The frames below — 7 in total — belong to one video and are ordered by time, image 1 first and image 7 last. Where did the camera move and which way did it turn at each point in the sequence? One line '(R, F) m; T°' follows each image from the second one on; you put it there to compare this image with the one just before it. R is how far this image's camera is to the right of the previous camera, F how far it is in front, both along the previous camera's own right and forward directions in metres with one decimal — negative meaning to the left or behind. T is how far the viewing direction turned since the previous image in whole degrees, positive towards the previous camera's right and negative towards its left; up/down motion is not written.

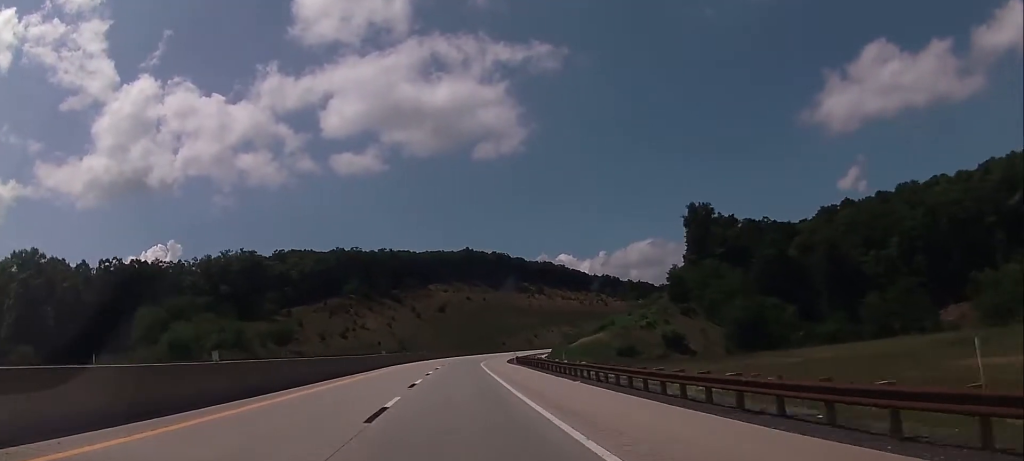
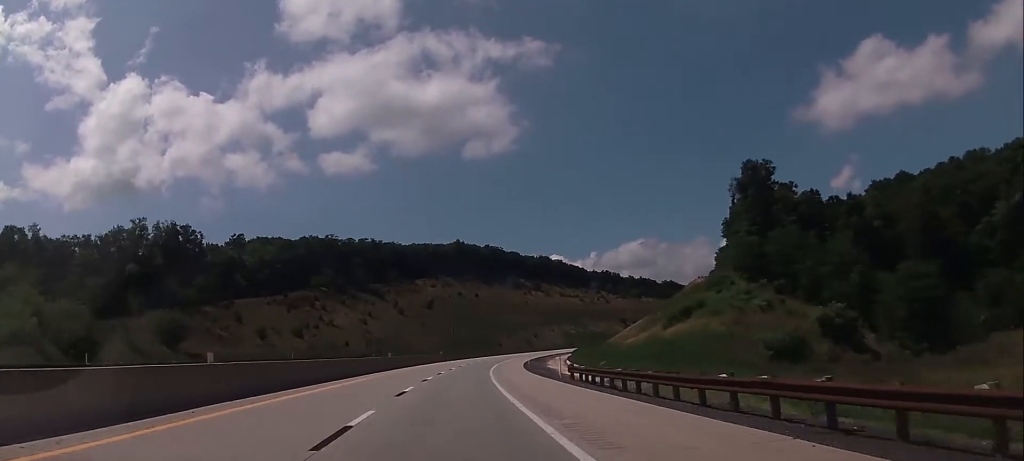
(+0.2, +40.4) m; 0°
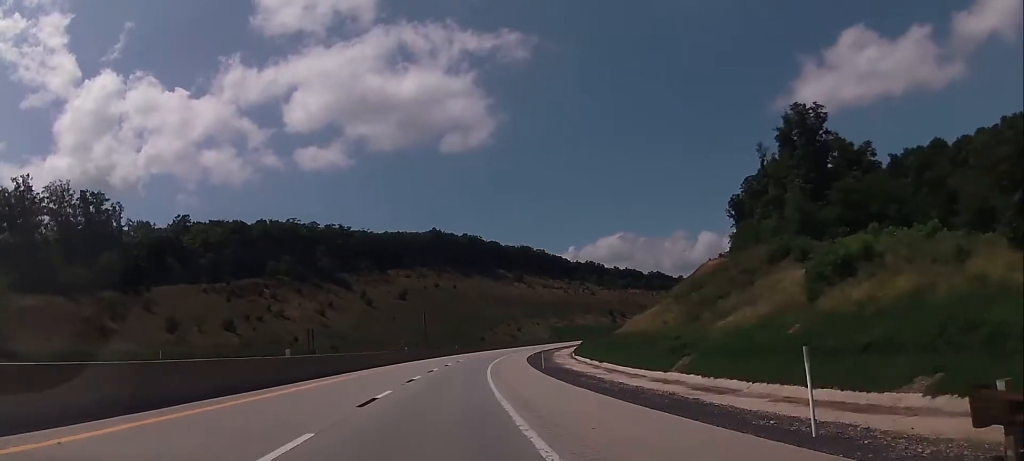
(0.0, +29.5) m; 0°
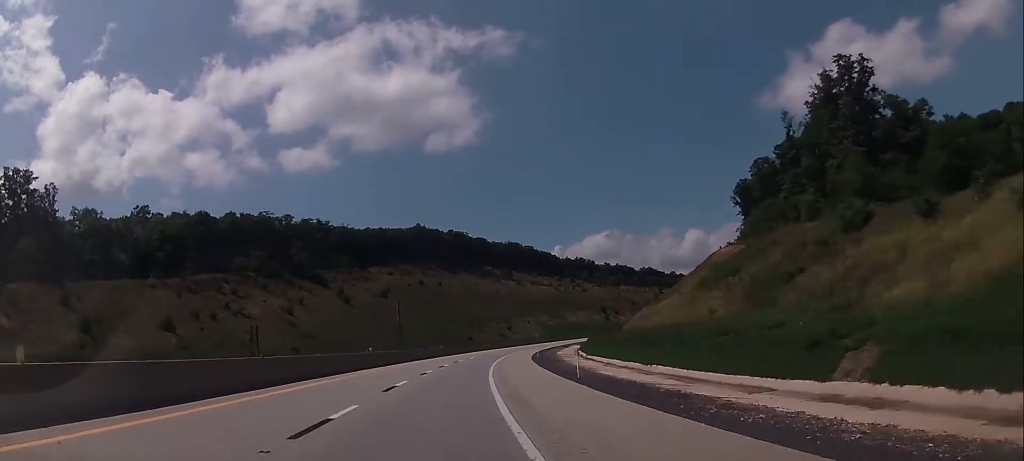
(0.0, +18.5) m; 0°
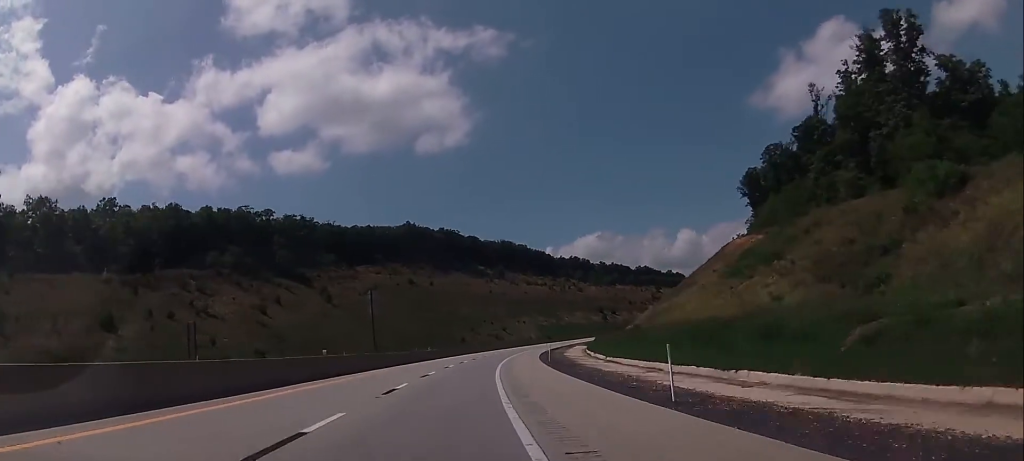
(0.0, +14.2) m; 0°
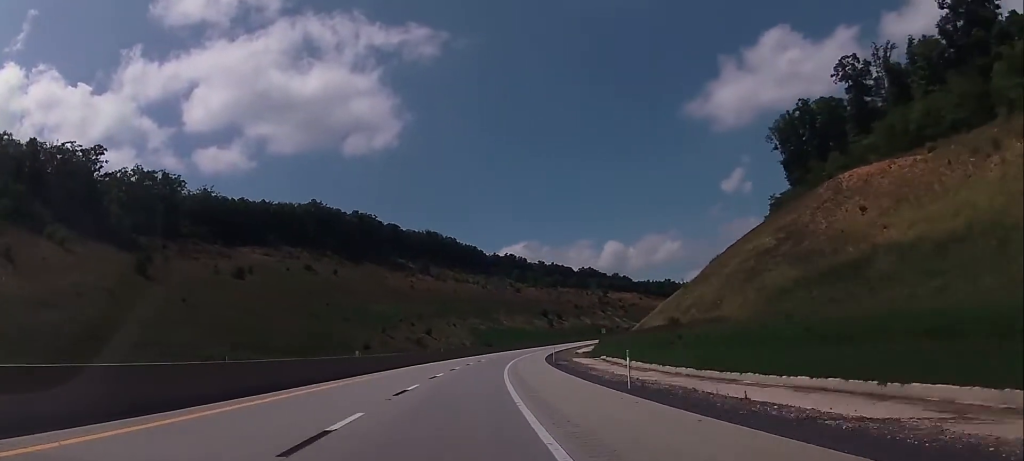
(+2.6, +73.0) m; +8°
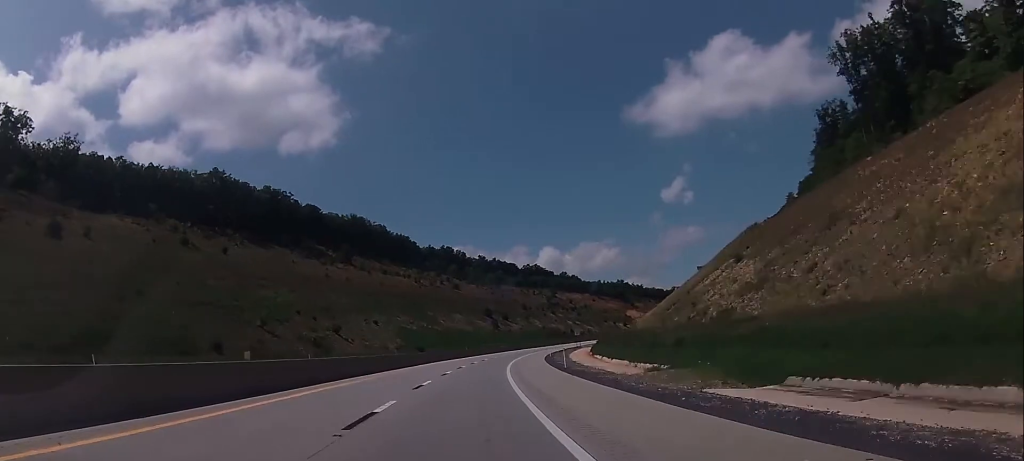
(+3.7, +56.5) m; +4°
